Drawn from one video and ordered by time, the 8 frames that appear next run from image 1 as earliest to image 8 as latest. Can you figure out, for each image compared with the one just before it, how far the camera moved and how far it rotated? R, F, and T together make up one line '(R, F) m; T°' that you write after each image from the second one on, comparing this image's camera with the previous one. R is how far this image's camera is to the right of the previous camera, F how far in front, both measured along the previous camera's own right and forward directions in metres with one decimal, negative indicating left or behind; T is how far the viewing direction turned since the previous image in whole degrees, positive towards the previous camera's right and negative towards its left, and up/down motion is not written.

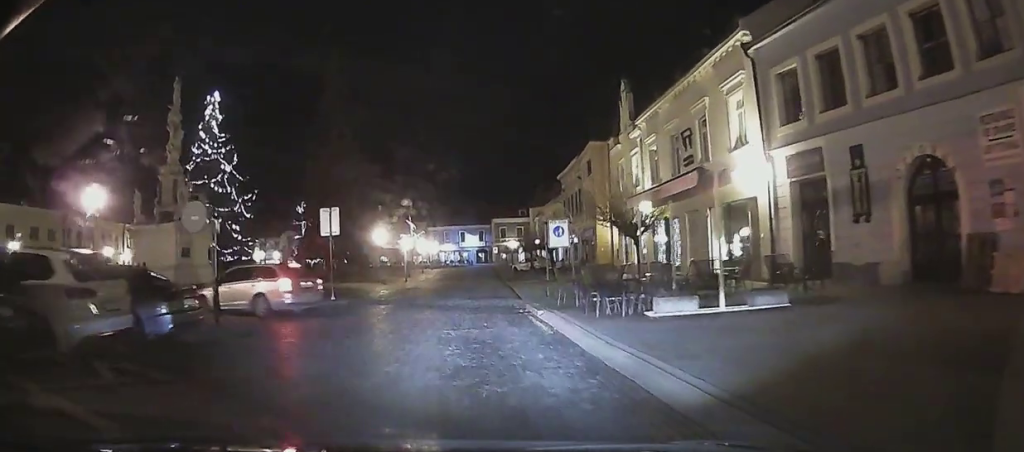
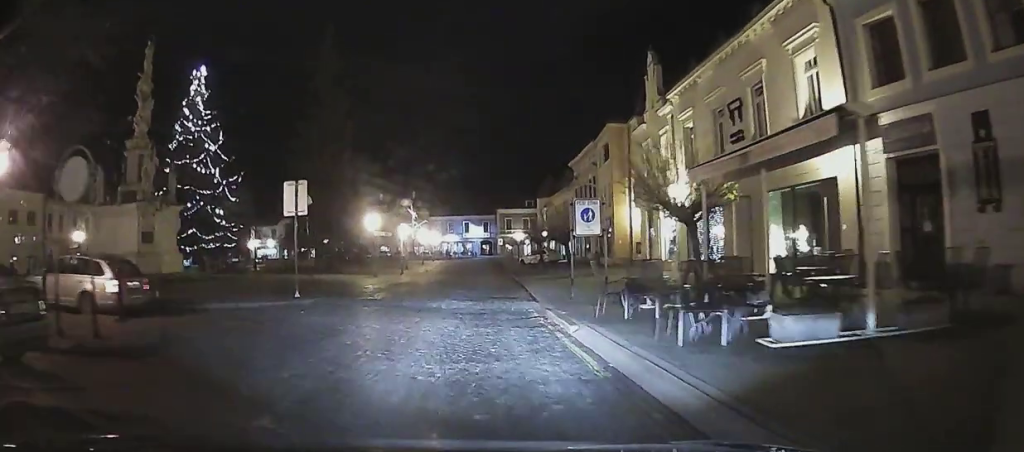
(+0.3, +6.4) m; +3°
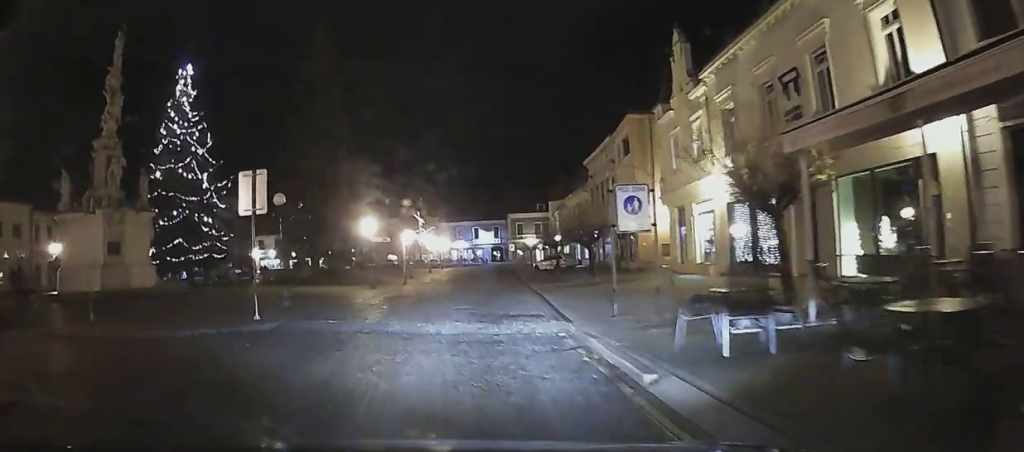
(0.0, +5.3) m; -1°
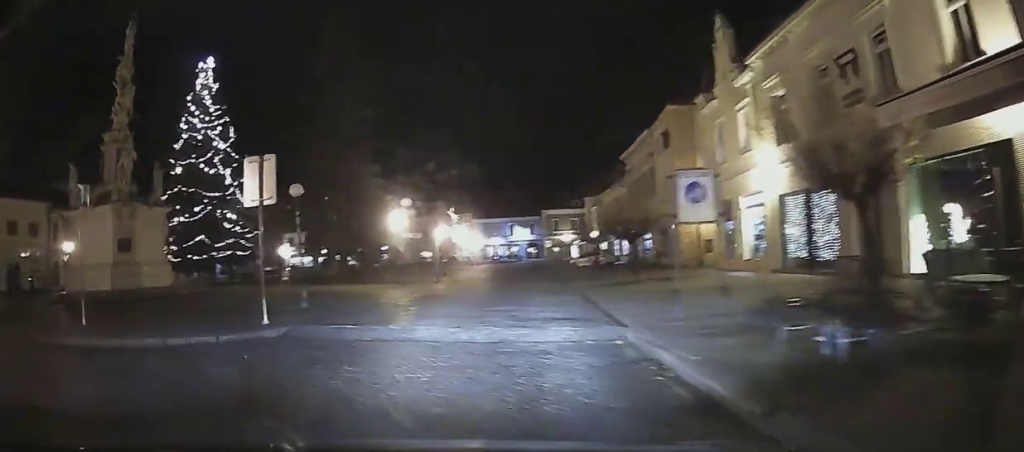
(0.0, +2.0) m; -1°
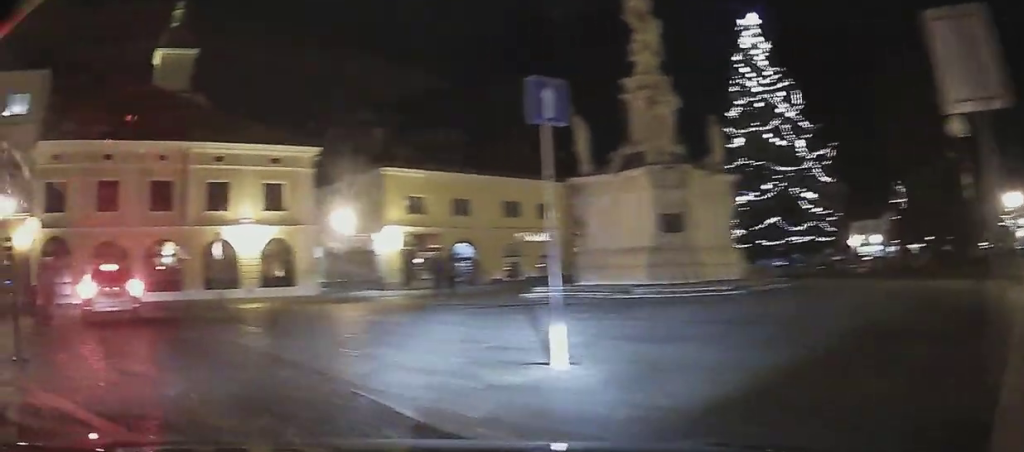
(-0.3, +7.5) m; -17°
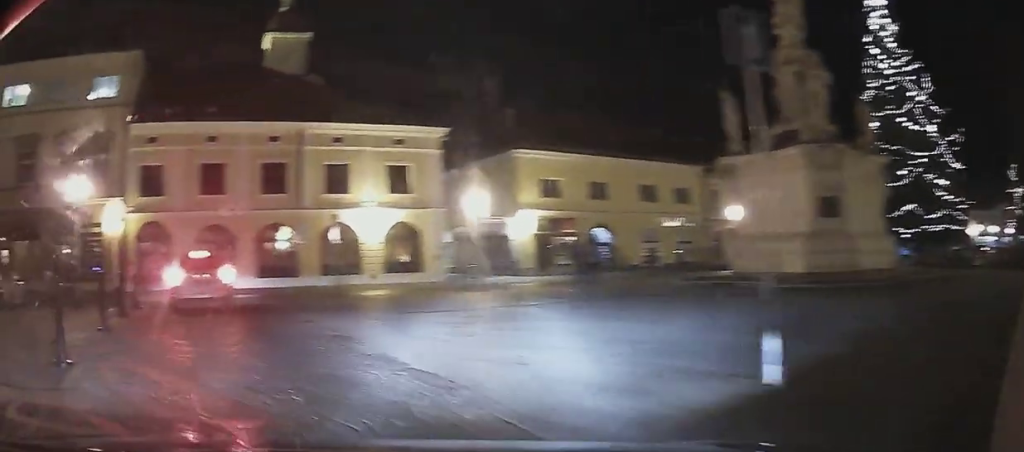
(0.0, +1.3) m; -12°
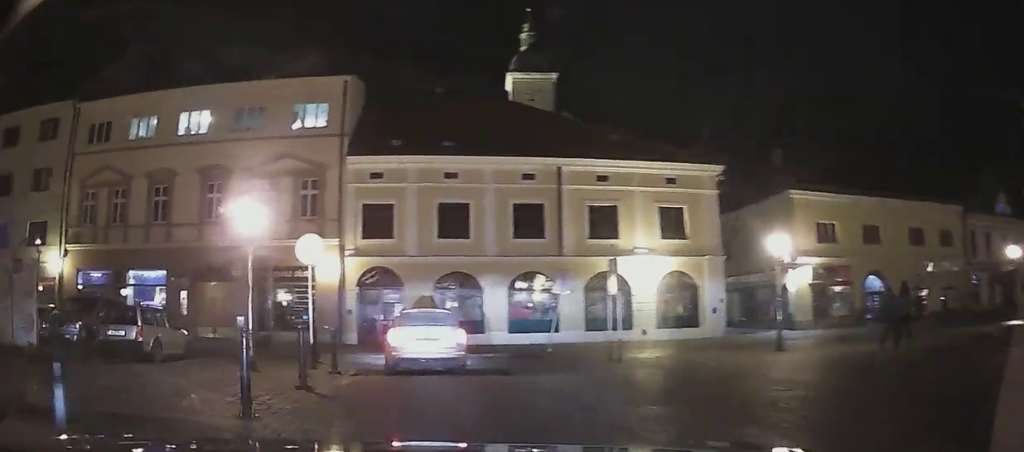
(-1.2, +2.9) m; -38°
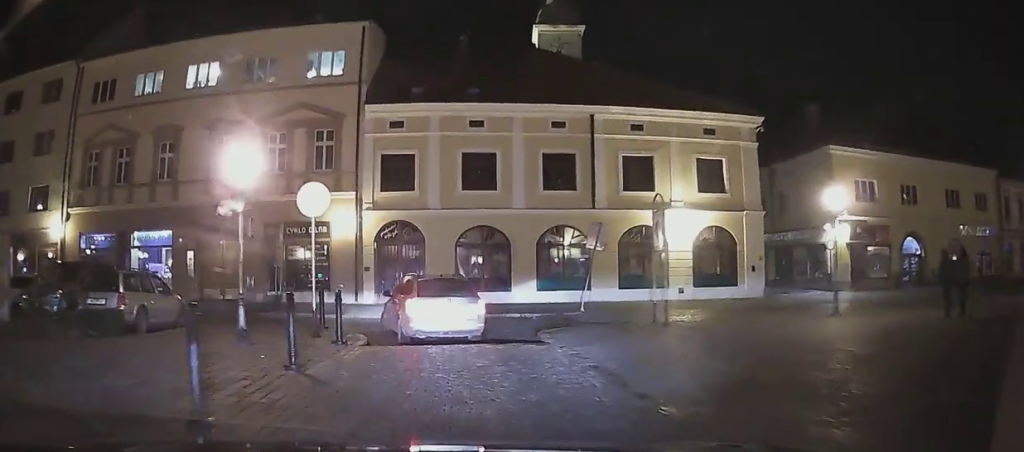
(-0.5, +1.7) m; -9°
